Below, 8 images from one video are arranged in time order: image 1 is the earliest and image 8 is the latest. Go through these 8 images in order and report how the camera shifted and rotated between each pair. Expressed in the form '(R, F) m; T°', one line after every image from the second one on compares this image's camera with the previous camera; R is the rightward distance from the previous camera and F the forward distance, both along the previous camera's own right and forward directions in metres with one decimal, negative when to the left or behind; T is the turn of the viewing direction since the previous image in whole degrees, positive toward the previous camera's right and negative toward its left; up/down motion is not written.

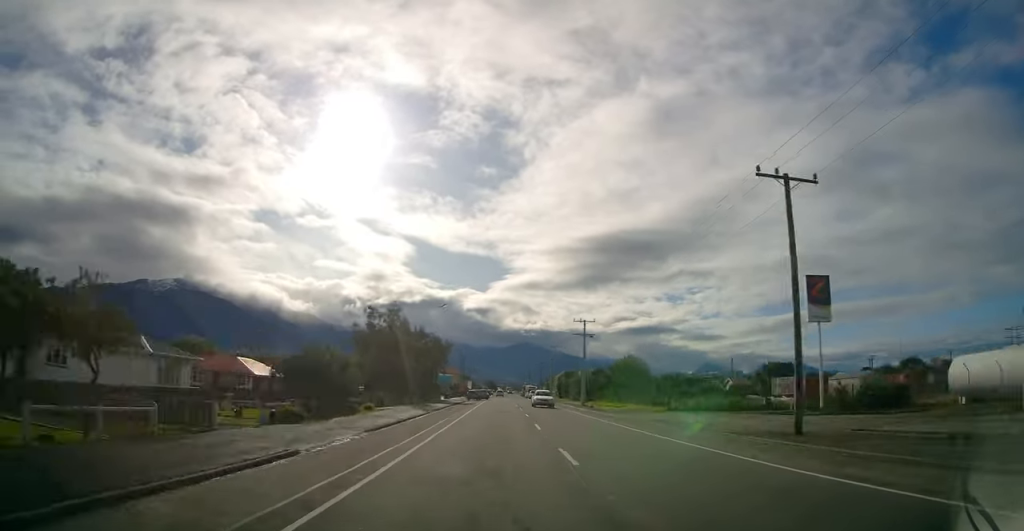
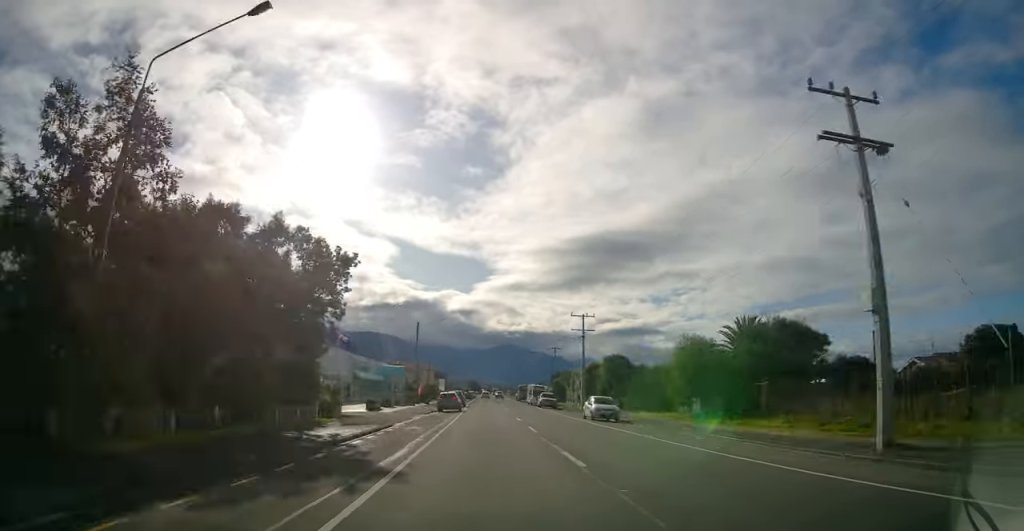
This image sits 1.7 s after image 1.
(-0.1, +48.6) m; +1°
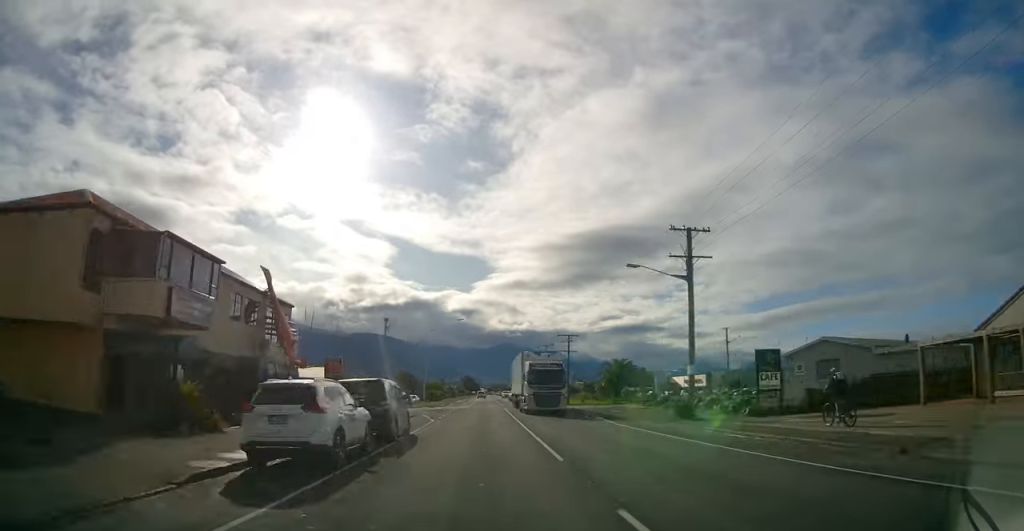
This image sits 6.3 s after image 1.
(-0.1, +124.3) m; -1°
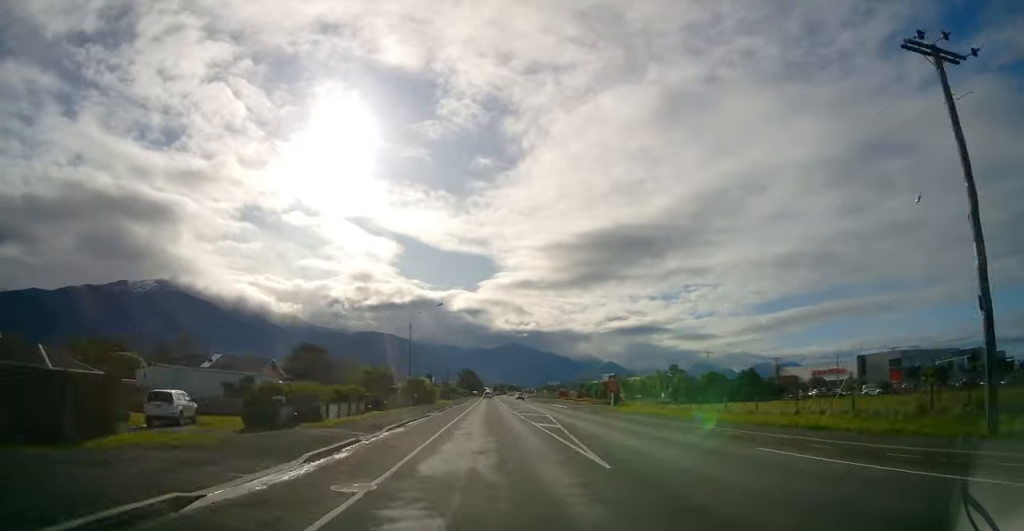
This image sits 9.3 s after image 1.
(-0.1, +79.1) m; +1°
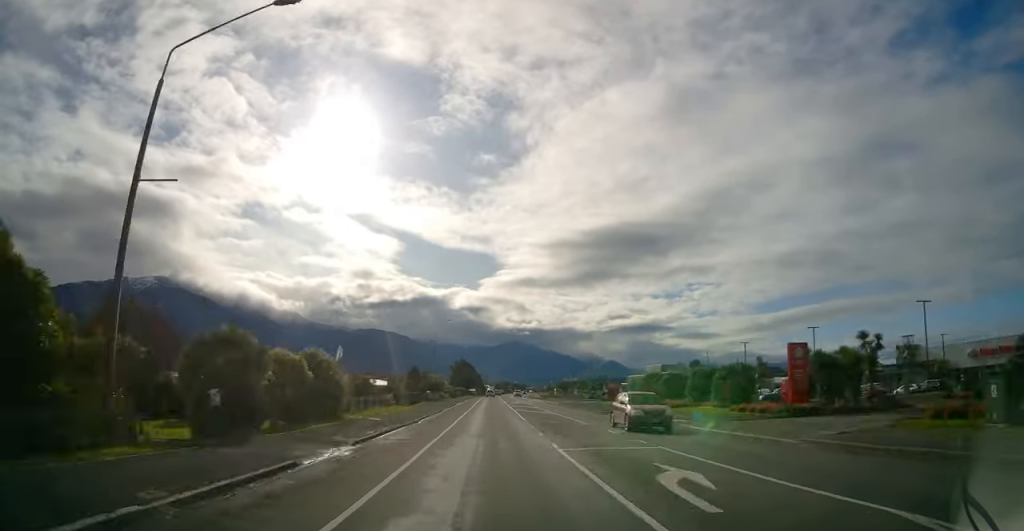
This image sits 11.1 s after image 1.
(+0.8, +47.2) m; 0°
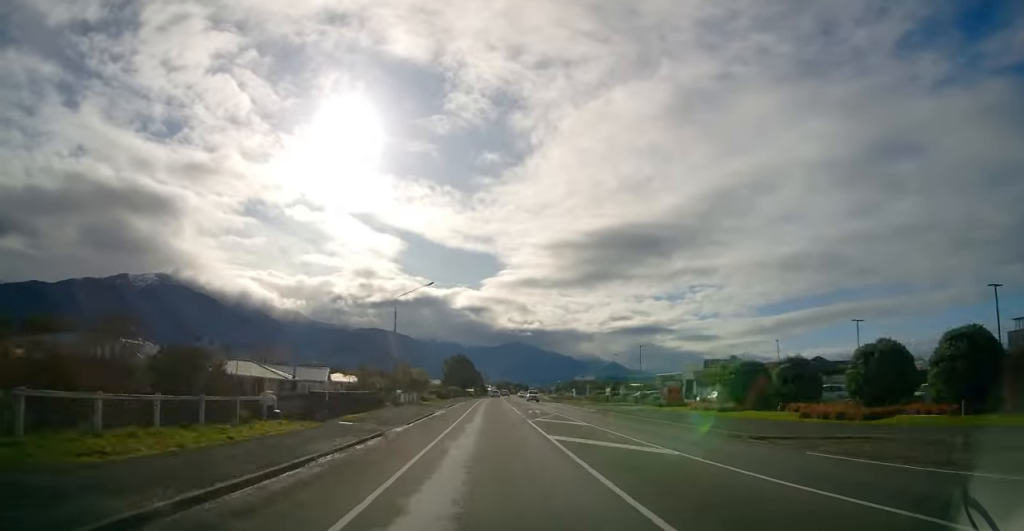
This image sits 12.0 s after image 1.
(+0.3, +24.5) m; 0°
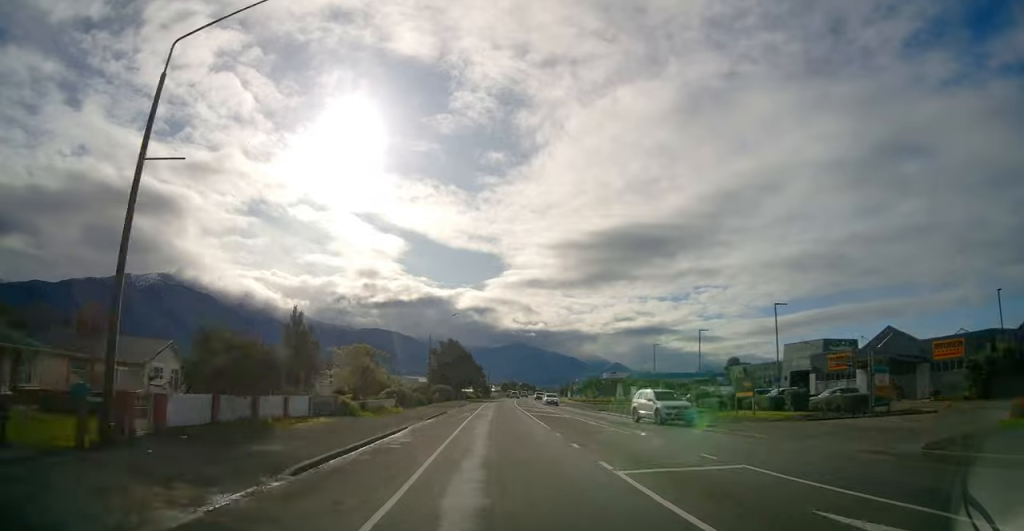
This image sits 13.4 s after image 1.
(-0.9, +36.9) m; 0°
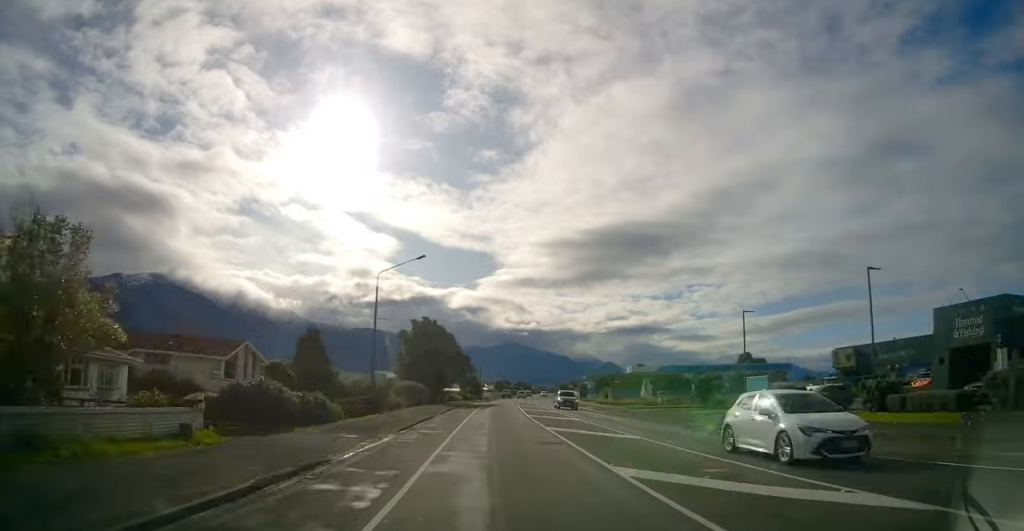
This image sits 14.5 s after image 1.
(+0.3, +28.3) m; +1°
